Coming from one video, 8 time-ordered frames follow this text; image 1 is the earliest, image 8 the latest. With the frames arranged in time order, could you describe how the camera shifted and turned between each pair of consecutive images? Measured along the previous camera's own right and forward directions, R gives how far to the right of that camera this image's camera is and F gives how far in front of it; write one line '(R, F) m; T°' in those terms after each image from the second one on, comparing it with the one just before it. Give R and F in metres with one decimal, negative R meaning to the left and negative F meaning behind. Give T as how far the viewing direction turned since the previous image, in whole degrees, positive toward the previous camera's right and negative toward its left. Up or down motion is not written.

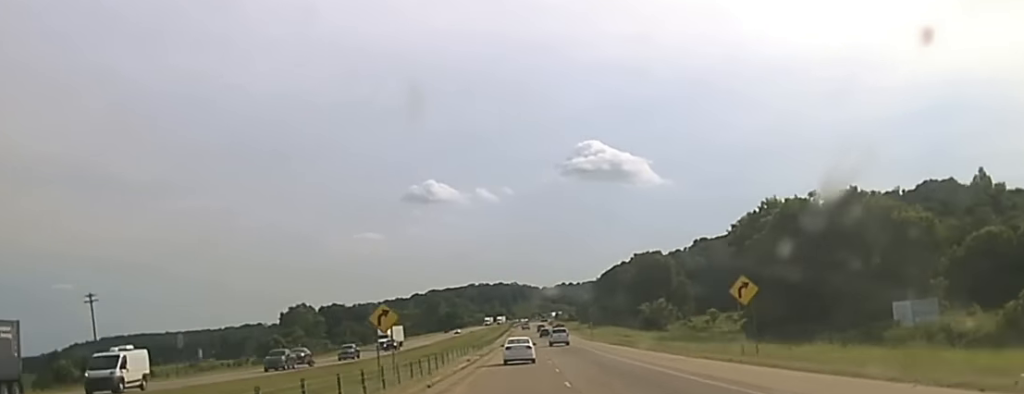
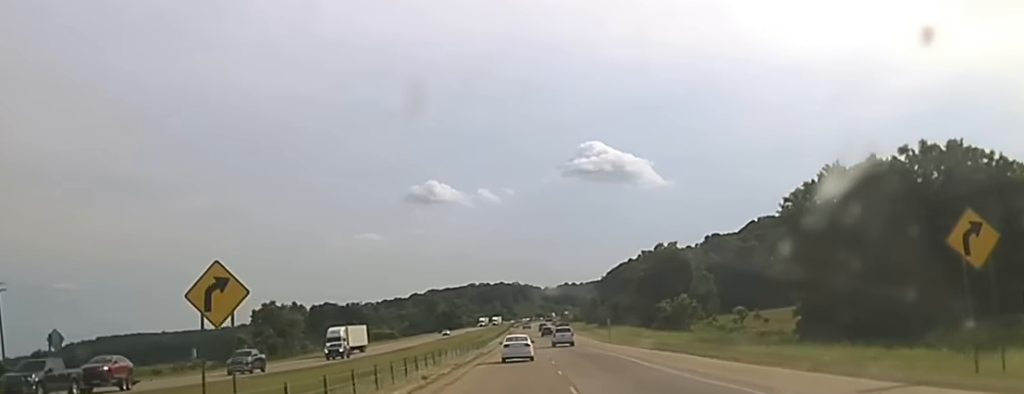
(0.0, +24.5) m; 0°
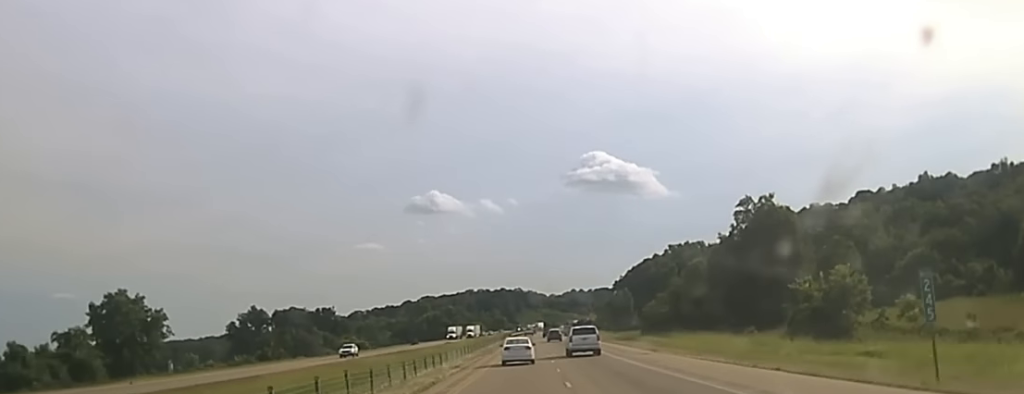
(-0.3, +93.0) m; -1°
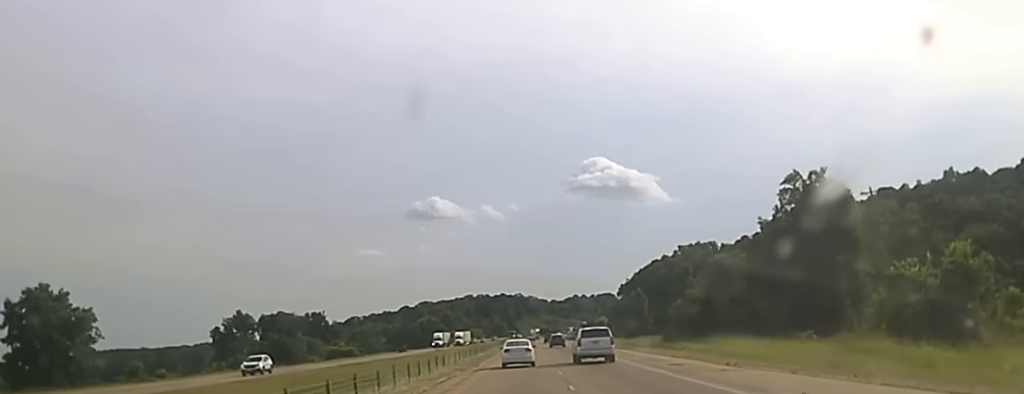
(+0.1, +24.0) m; 0°
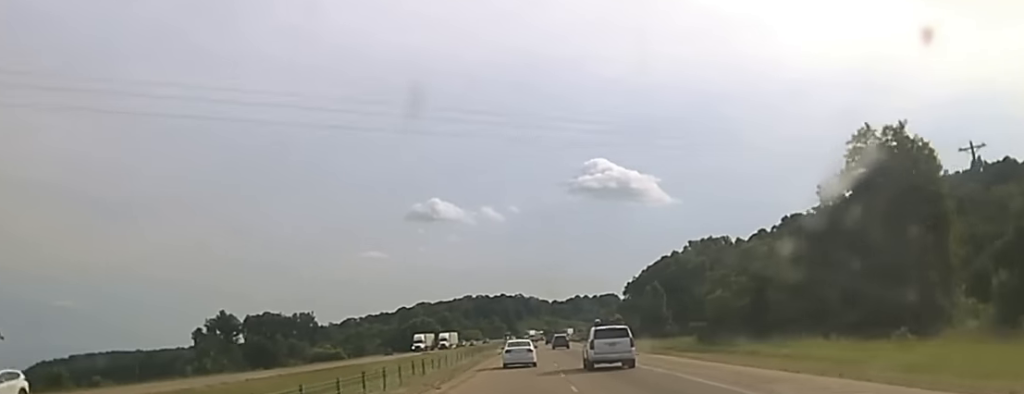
(-0.1, +25.6) m; 0°
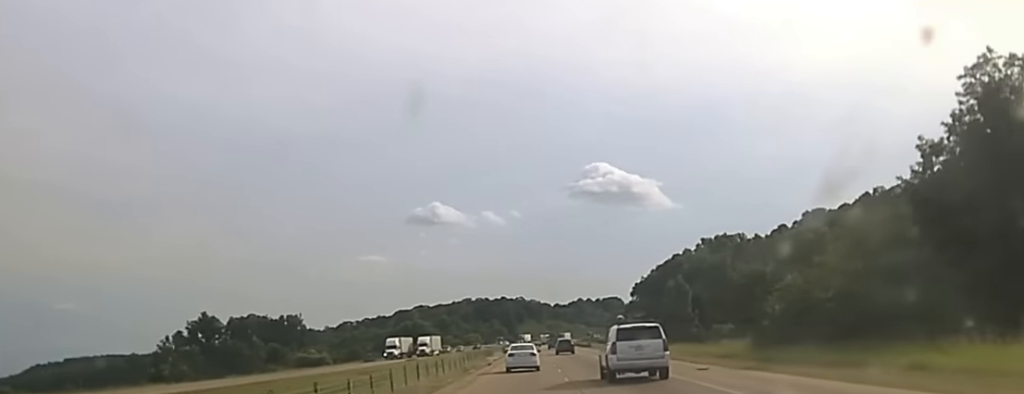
(-0.2, +26.5) m; 0°
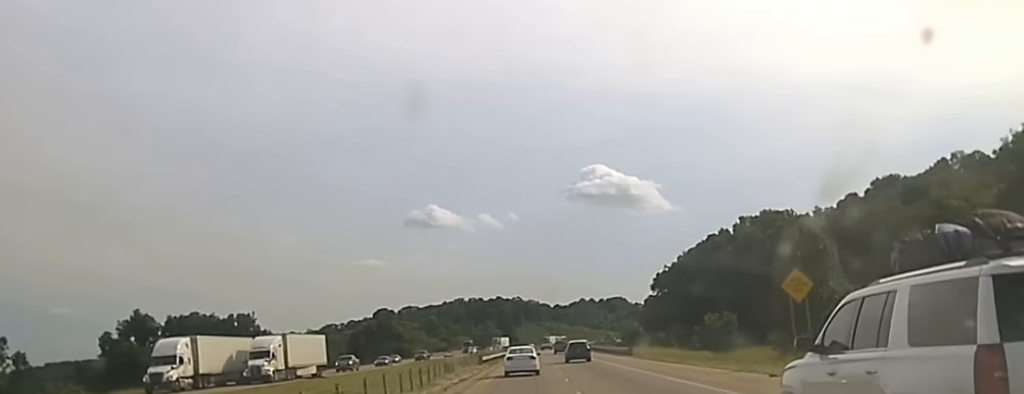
(+0.7, +68.4) m; +1°
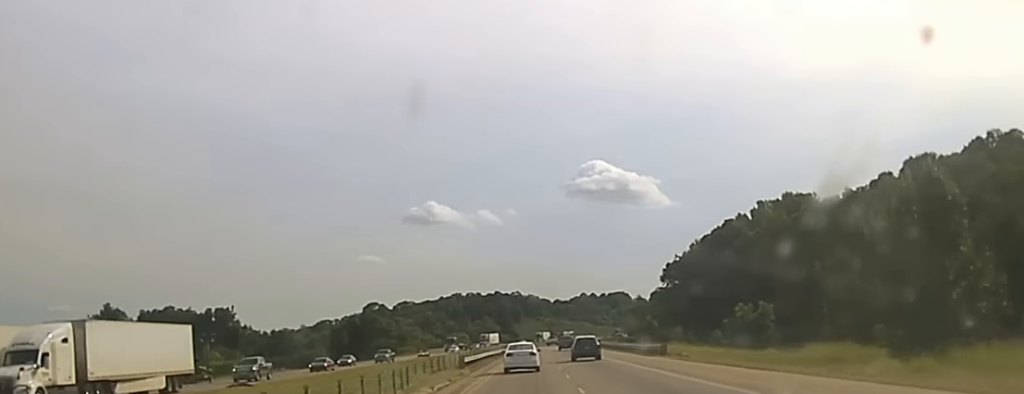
(+0.1, +23.3) m; 0°
